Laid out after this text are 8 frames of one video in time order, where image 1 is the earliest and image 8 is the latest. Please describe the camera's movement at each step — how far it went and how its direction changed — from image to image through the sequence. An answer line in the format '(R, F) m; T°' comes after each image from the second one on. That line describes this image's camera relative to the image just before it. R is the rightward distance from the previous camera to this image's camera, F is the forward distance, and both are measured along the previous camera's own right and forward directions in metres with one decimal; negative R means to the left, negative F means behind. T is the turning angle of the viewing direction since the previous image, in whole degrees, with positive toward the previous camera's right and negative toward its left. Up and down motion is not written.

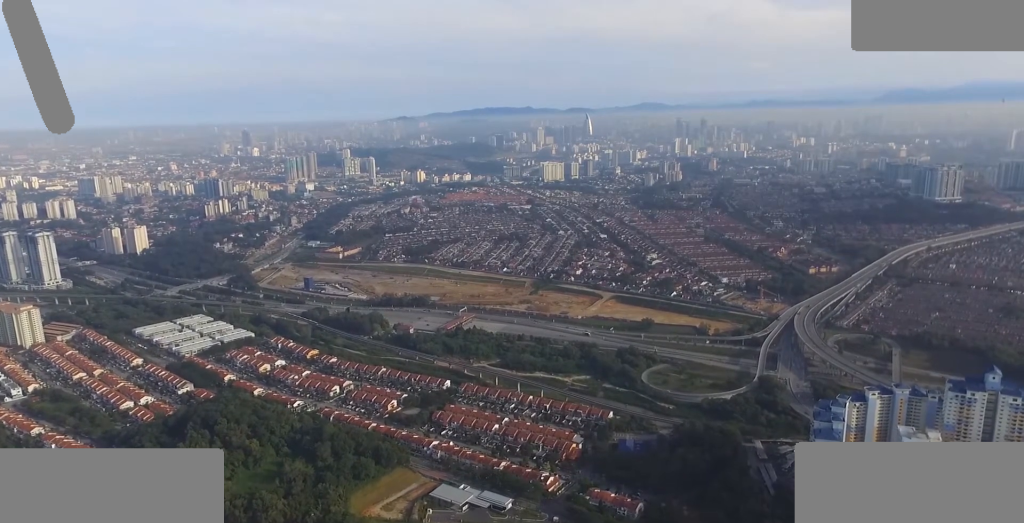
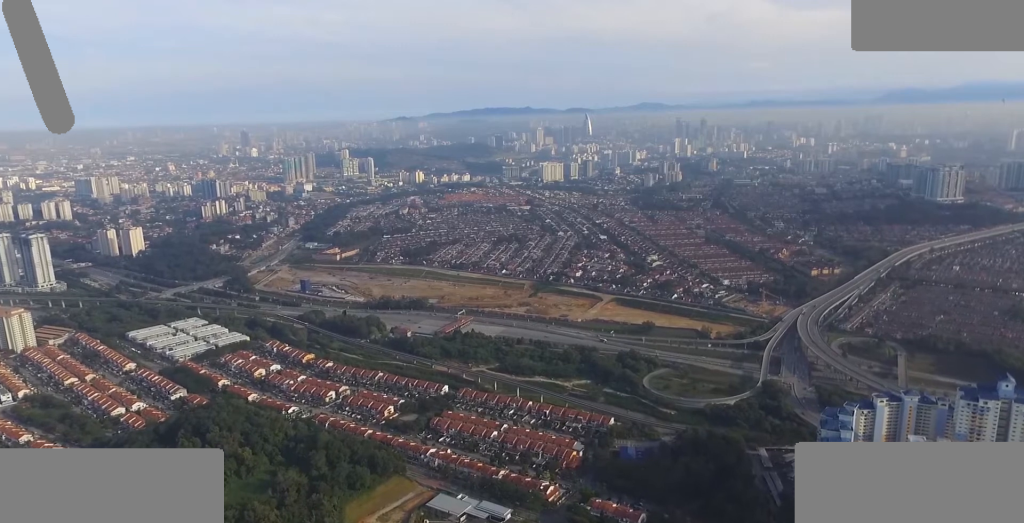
(0.0, +15.6) m; 0°
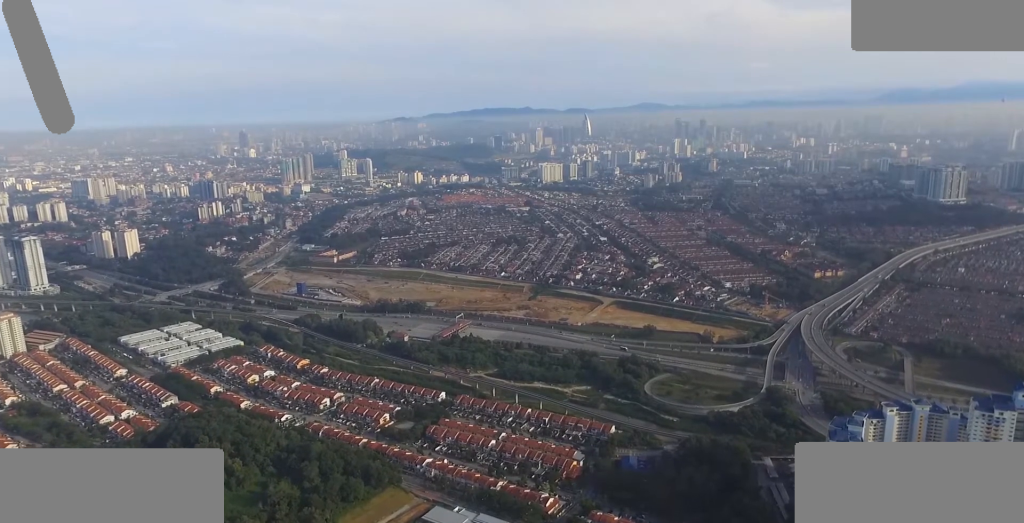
(+0.1, +18.4) m; 0°
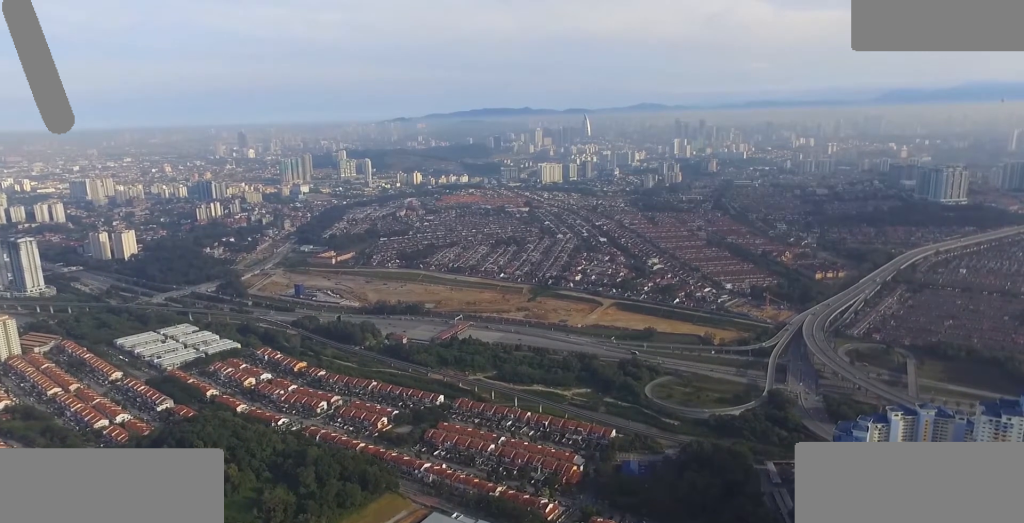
(0.0, +8.9) m; 0°
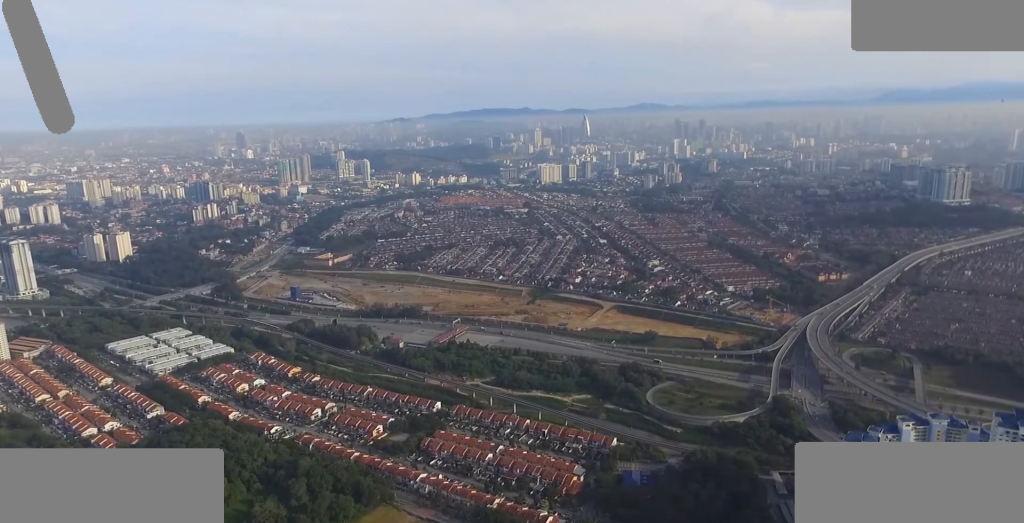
(0.0, +18.4) m; 0°
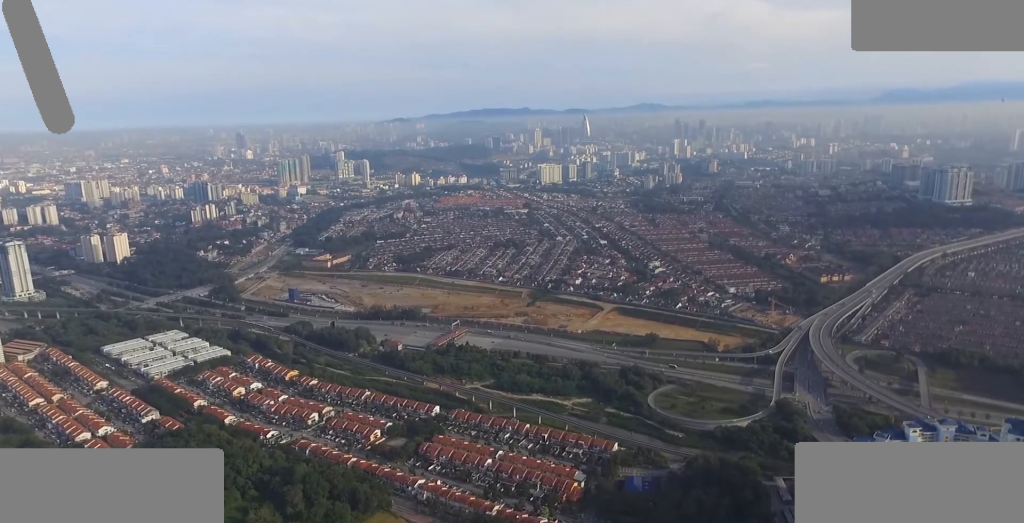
(0.0, +10.5) m; 0°
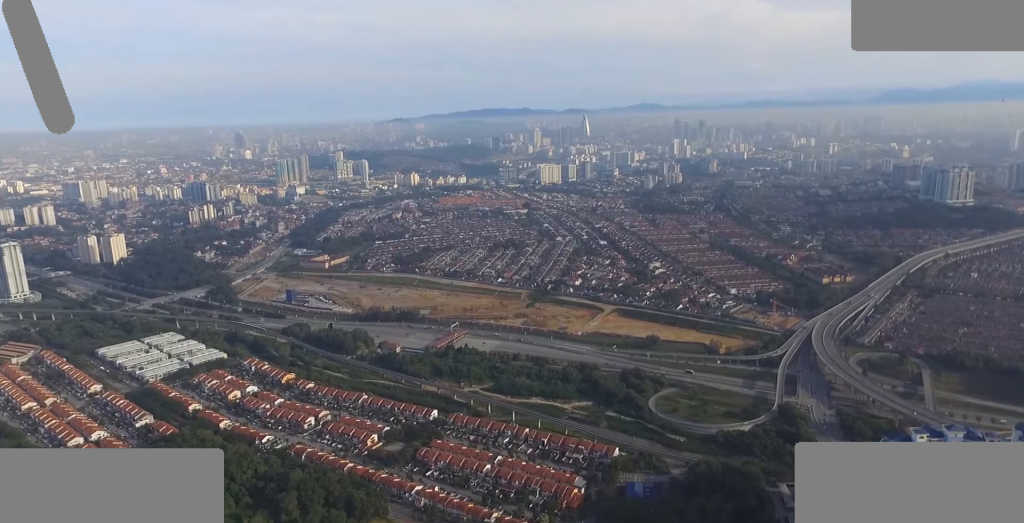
(0.0, +11.0) m; 0°
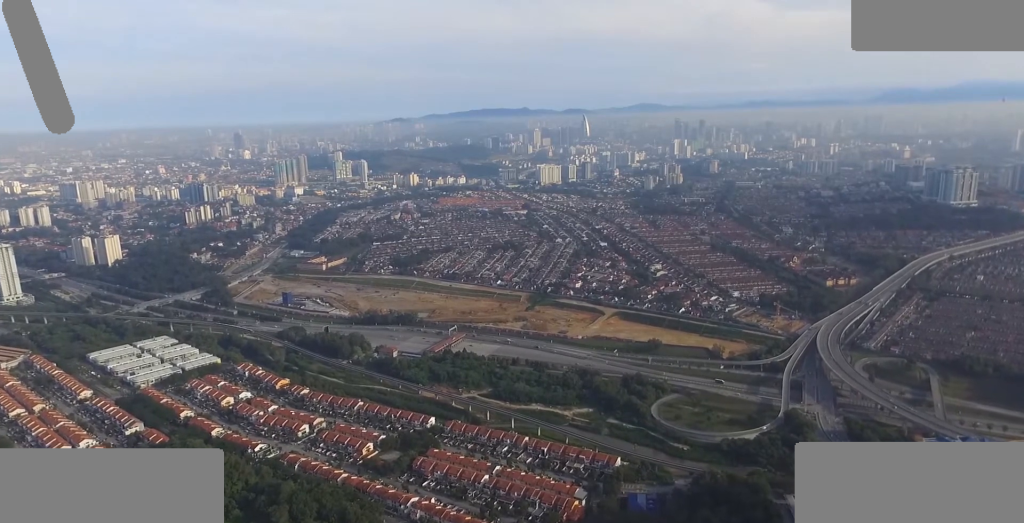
(-0.1, +18.7) m; 0°
